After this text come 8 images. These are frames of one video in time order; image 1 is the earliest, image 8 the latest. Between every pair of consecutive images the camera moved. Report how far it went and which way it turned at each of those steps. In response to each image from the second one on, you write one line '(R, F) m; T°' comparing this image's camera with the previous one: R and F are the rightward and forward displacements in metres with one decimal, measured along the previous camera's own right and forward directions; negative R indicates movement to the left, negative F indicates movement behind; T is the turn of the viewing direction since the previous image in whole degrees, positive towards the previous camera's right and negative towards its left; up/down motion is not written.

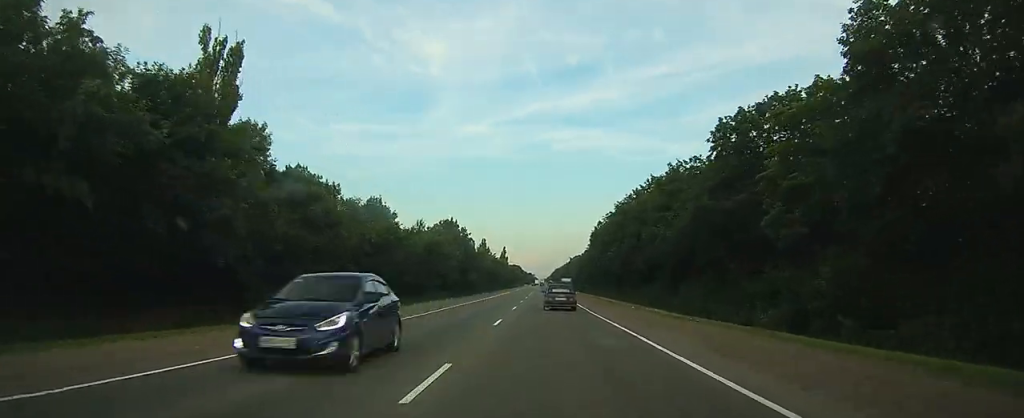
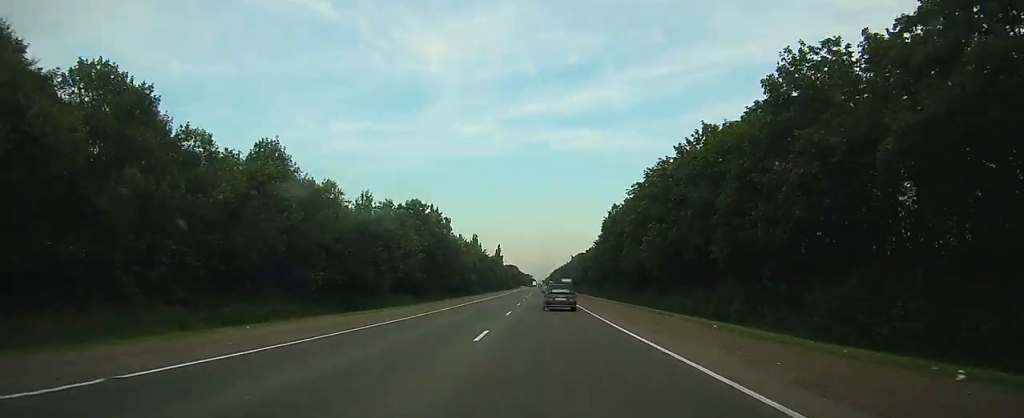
(0.0, +28.7) m; 0°
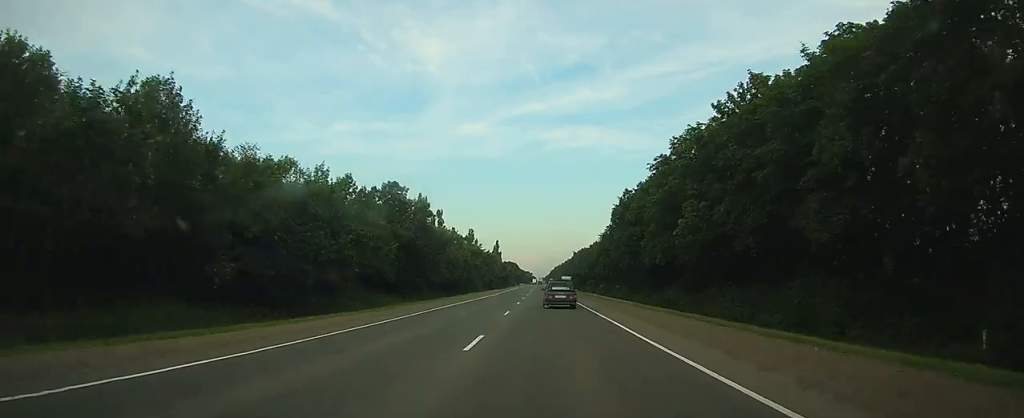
(0.0, +13.9) m; 0°
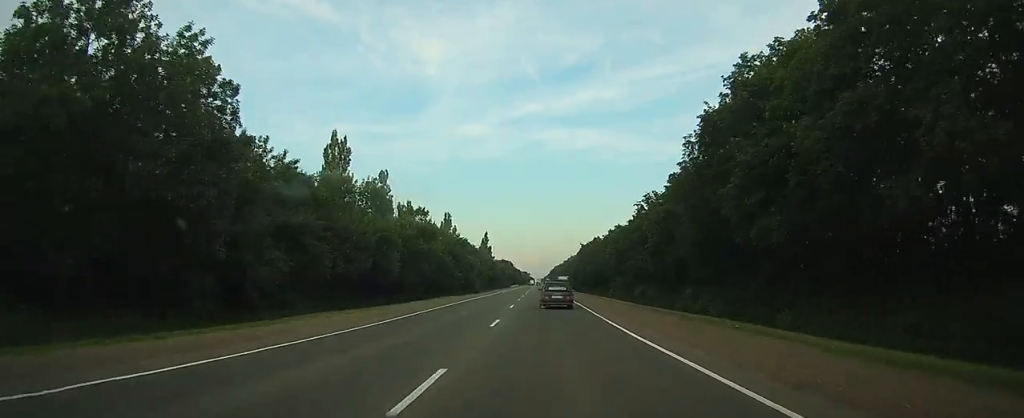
(+0.2, +52.8) m; 0°
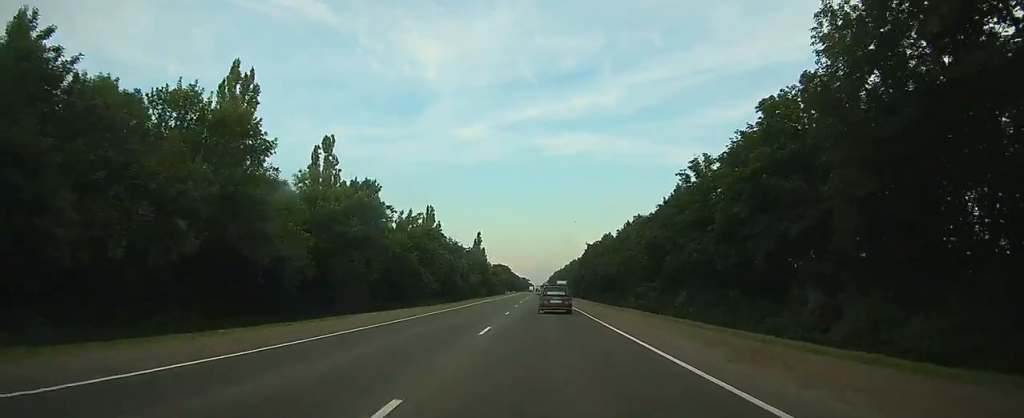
(0.0, +26.0) m; 0°
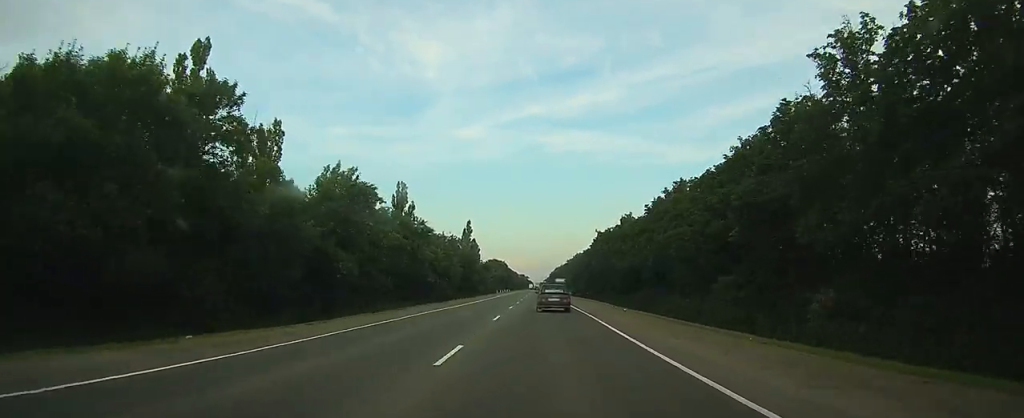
(0.0, +29.8) m; 0°
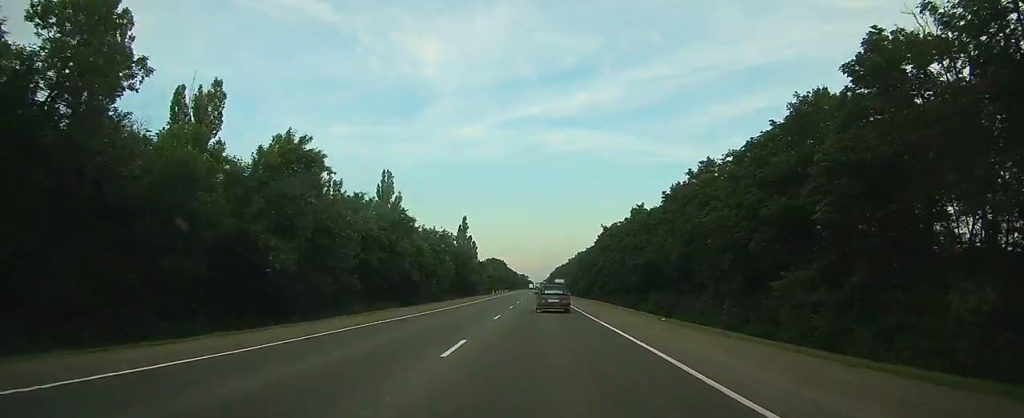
(+0.1, +11.2) m; 0°
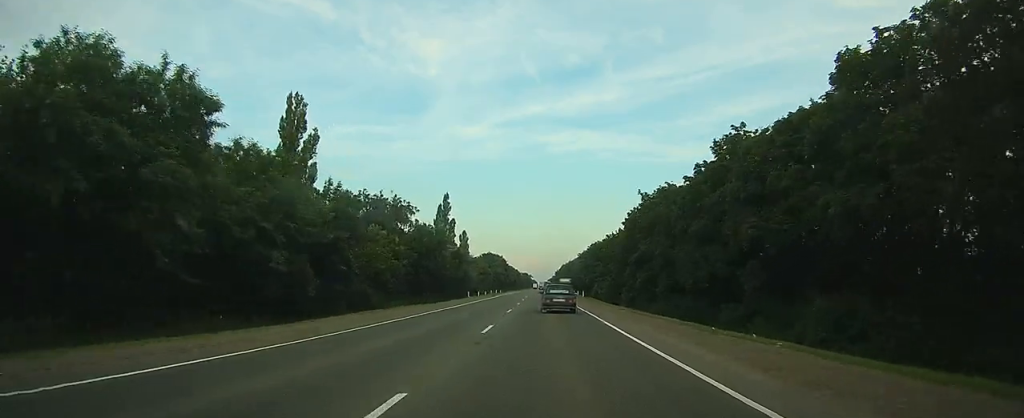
(0.0, +42.2) m; 0°
